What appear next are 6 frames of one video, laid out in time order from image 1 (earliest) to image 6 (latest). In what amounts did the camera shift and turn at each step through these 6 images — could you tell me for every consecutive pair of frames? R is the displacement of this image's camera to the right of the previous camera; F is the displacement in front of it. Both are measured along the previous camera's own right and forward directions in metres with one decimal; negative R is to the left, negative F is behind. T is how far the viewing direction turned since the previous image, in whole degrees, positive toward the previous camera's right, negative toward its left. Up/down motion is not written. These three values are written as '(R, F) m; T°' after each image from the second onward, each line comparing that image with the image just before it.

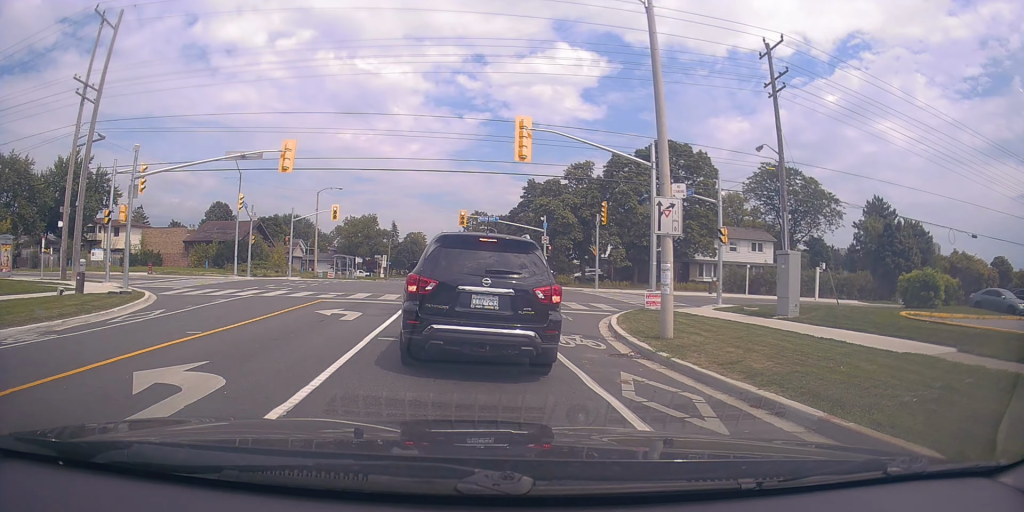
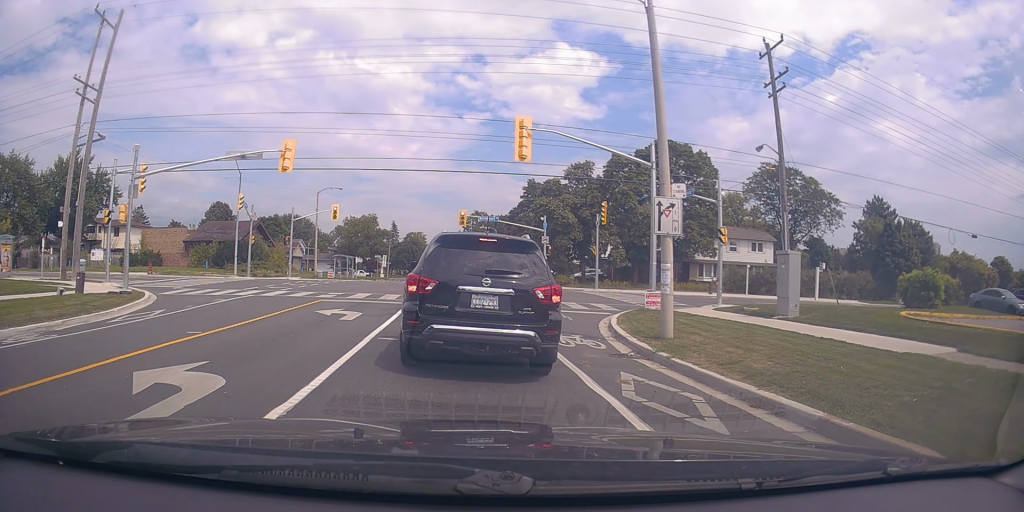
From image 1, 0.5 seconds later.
(0.0, 0.0) m; 0°
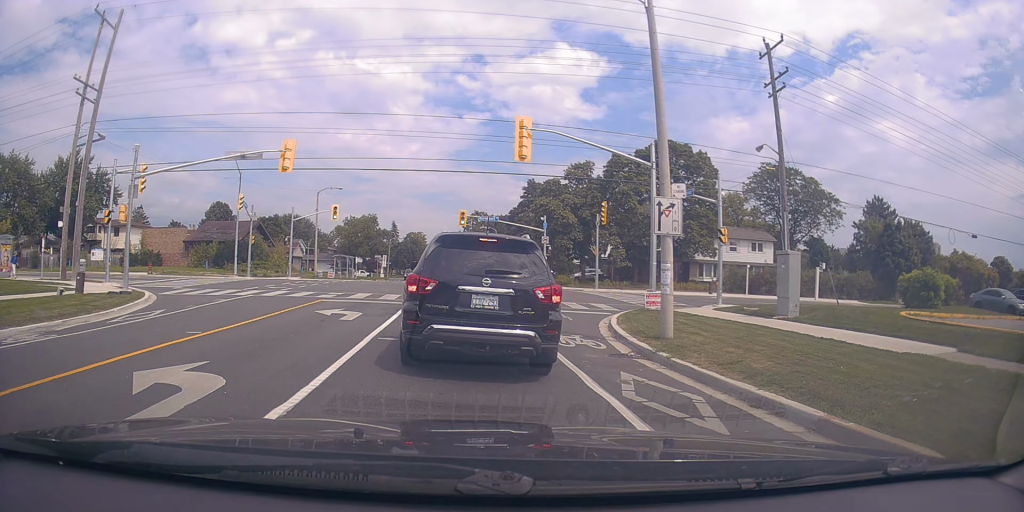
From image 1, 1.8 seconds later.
(0.0, 0.0) m; 0°
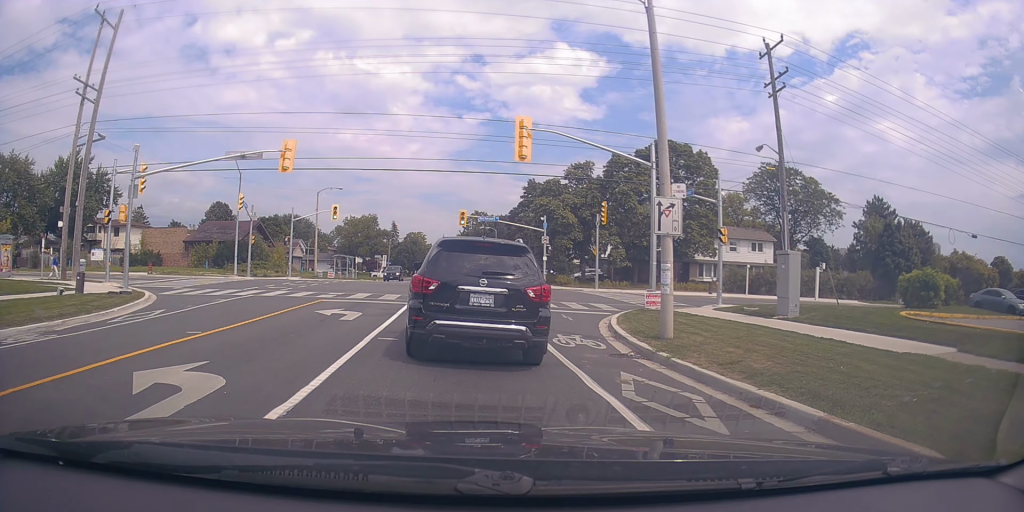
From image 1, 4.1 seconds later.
(0.0, 0.0) m; 0°
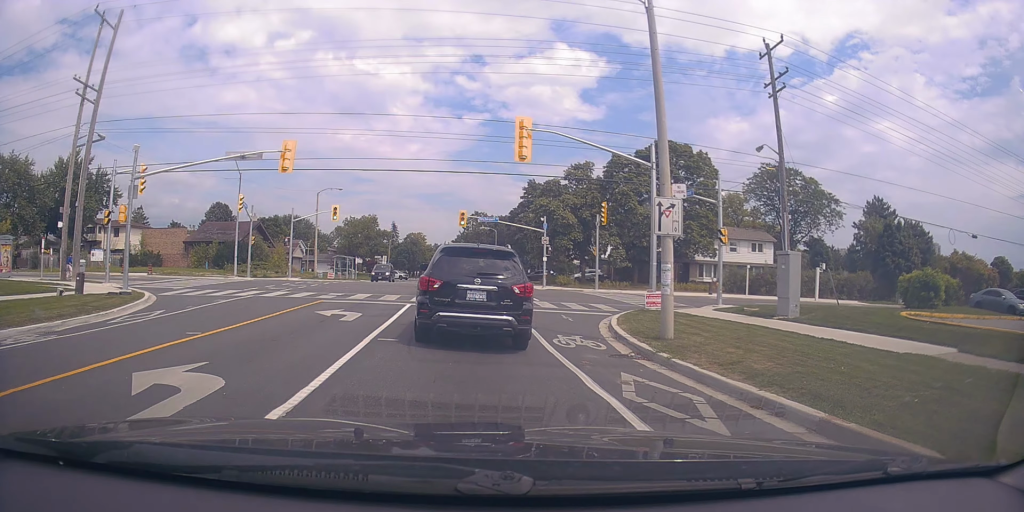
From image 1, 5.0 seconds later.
(0.0, 0.0) m; 0°
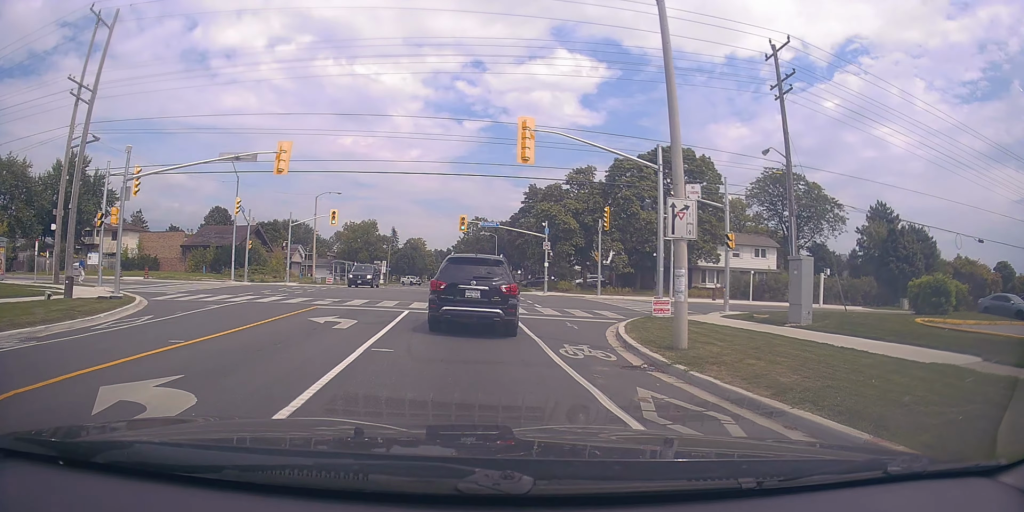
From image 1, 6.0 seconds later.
(+0.1, +0.1) m; +1°
